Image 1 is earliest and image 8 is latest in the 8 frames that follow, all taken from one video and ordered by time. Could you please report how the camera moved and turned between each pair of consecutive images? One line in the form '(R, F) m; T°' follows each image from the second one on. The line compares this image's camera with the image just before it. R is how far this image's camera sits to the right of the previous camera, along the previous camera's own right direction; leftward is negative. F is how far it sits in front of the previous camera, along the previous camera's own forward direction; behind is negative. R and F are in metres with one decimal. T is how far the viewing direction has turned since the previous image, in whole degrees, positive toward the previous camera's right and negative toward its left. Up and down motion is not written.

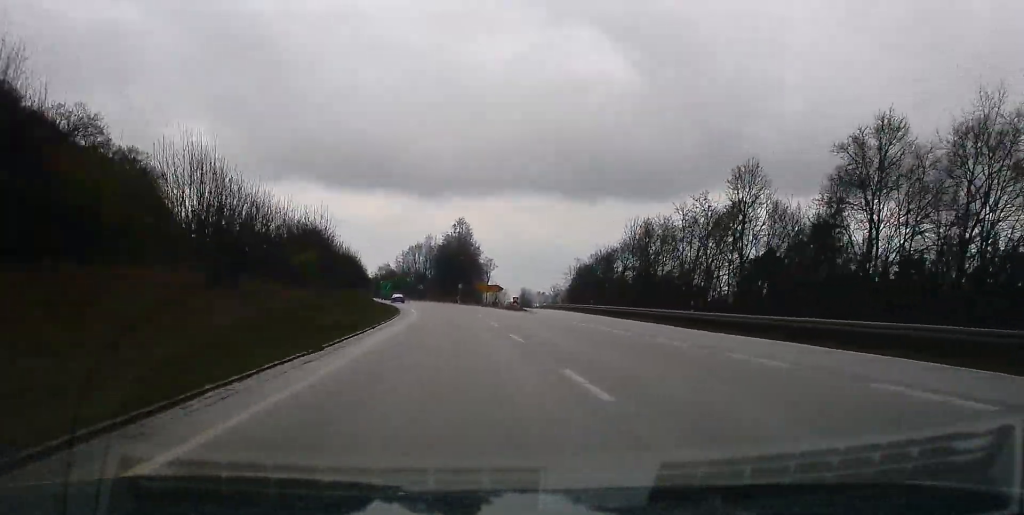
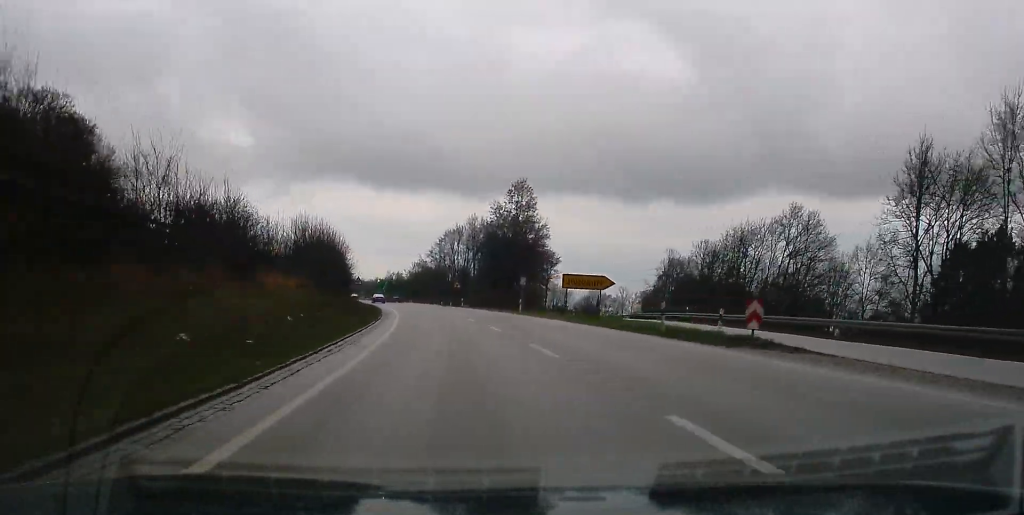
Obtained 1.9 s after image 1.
(-1.5, +54.5) m; -4°
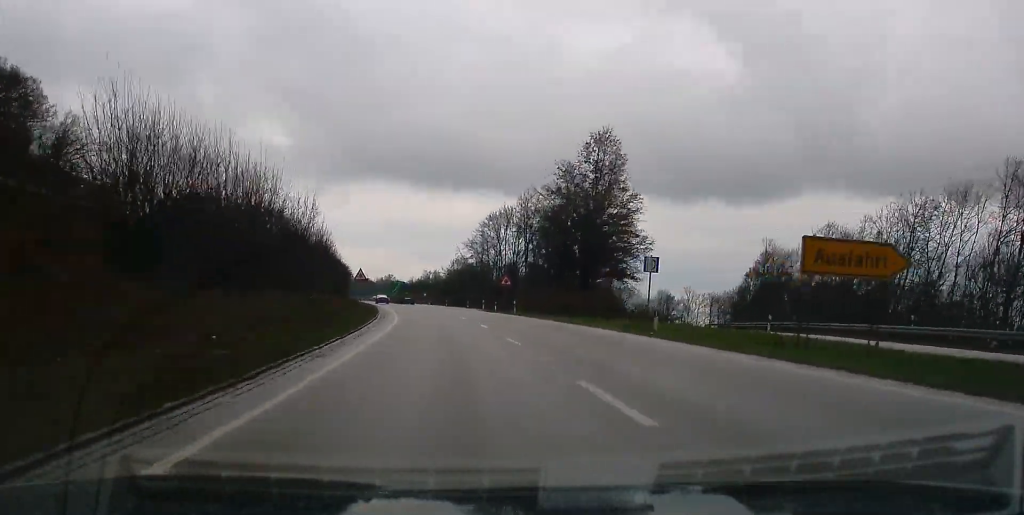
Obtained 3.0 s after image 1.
(-0.9, +32.7) m; -2°
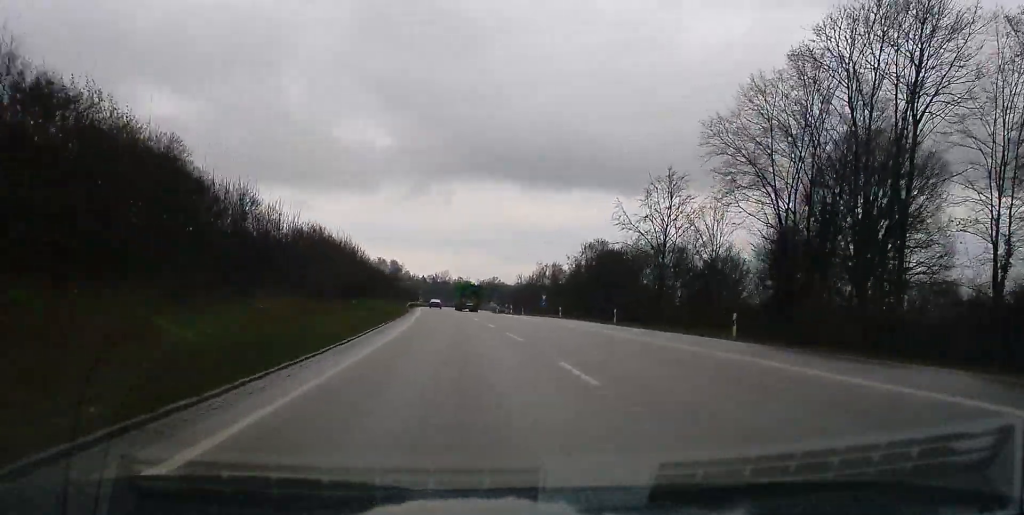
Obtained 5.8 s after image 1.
(-4.2, +79.8) m; -5°
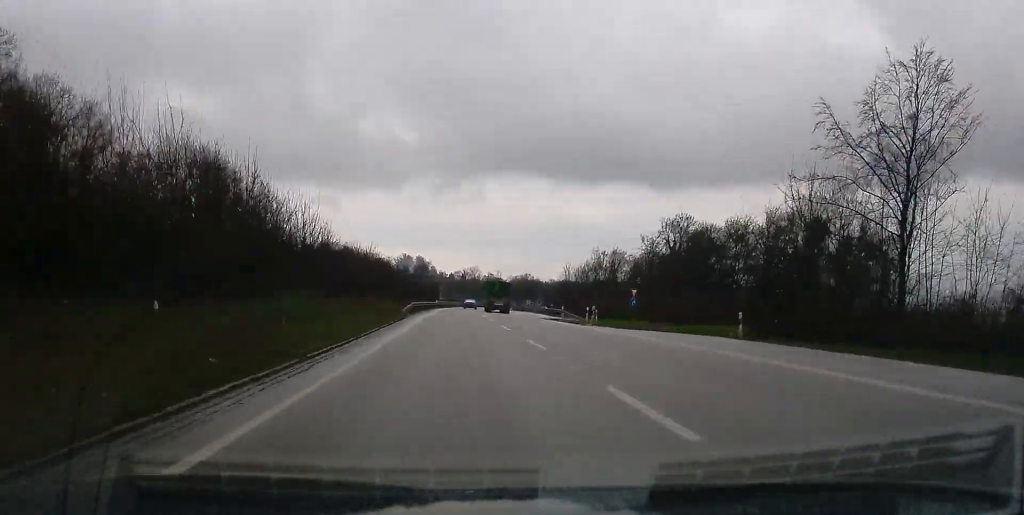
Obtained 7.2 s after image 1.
(-0.6, +38.7) m; -1°
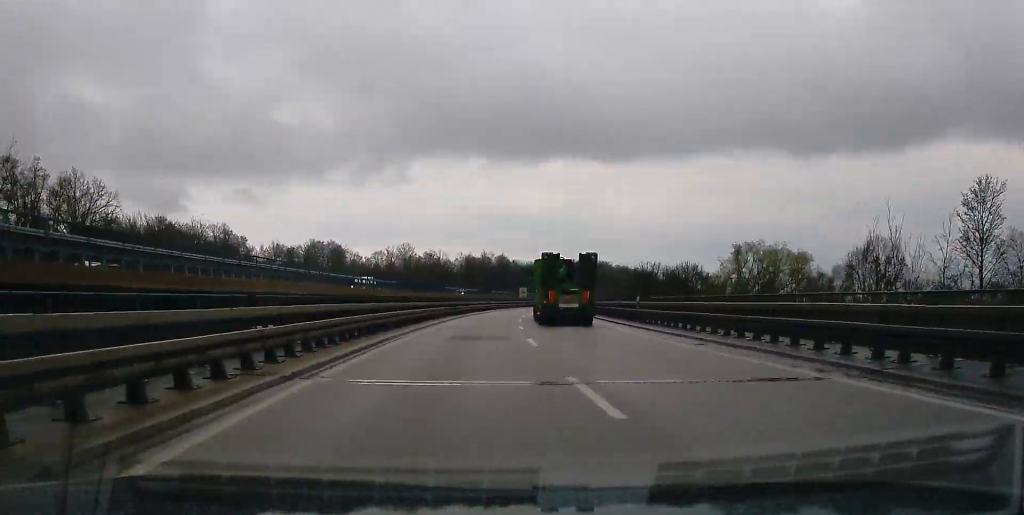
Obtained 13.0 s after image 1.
(+2.9, +150.8) m; +5°
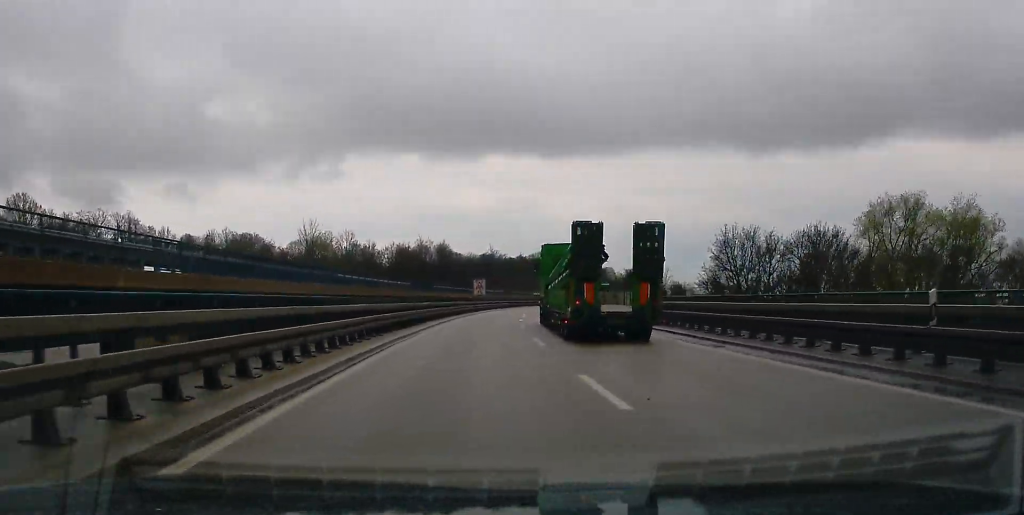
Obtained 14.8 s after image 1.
(+1.4, +47.0) m; +4°
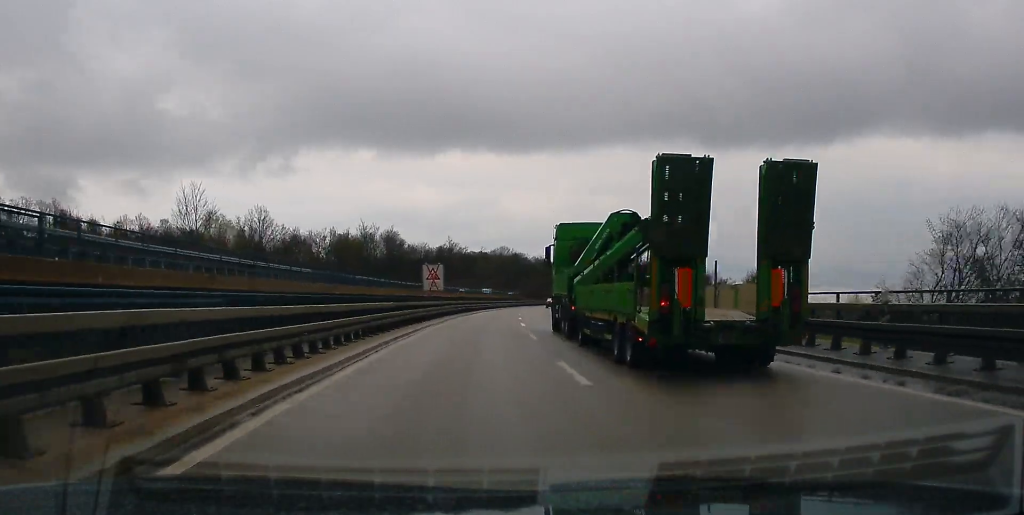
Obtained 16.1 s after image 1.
(+0.3, +32.9) m; +3°
